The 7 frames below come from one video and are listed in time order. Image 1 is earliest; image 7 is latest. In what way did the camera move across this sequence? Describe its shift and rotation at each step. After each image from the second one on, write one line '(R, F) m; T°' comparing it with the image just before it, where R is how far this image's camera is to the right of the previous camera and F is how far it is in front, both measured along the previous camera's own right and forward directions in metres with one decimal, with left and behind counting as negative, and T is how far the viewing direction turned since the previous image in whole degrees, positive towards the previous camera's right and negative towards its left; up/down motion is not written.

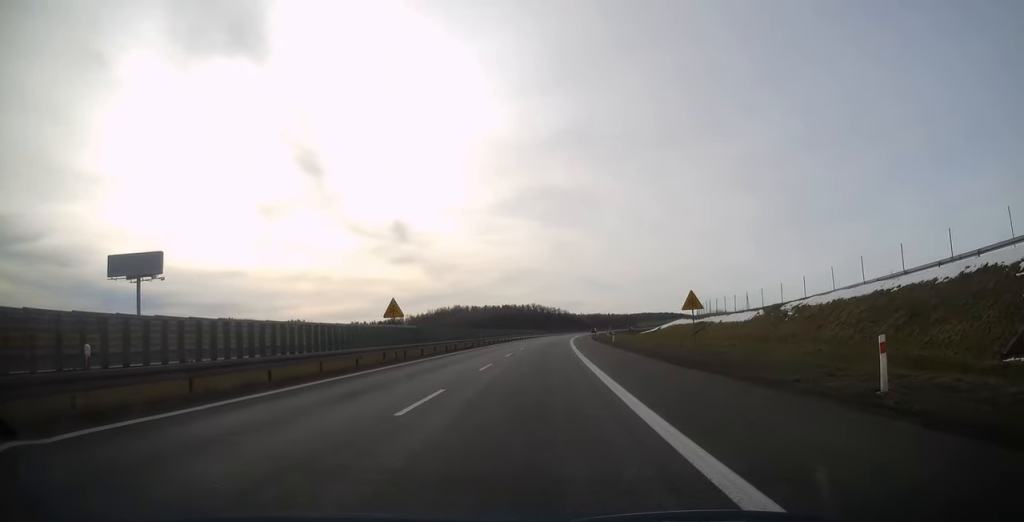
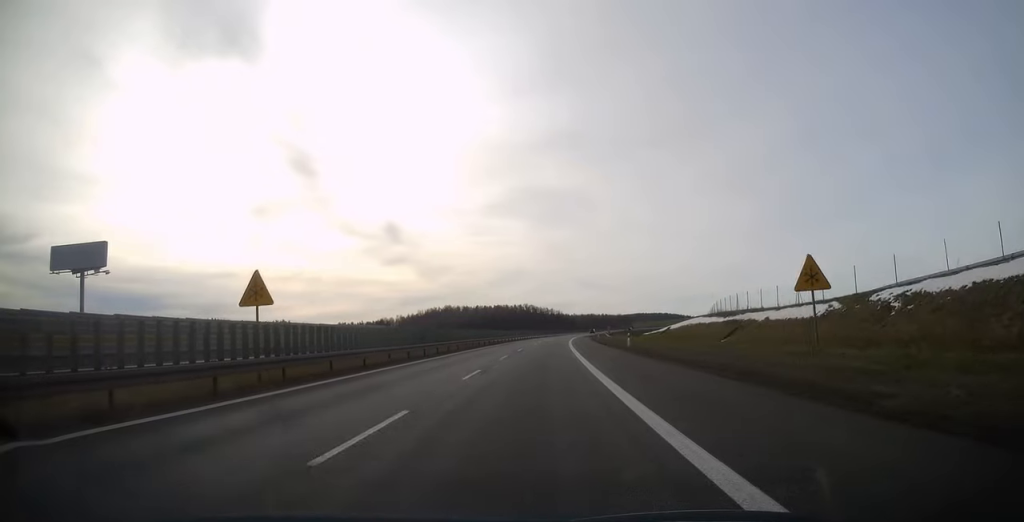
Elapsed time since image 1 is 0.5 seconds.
(0.0, +14.8) m; +1°
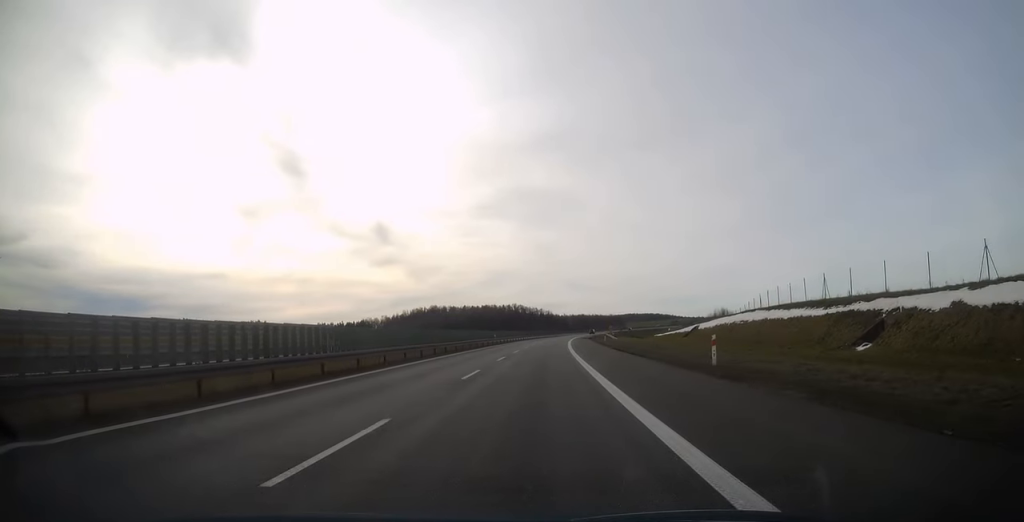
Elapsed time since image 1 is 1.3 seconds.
(+0.3, +24.5) m; +1°
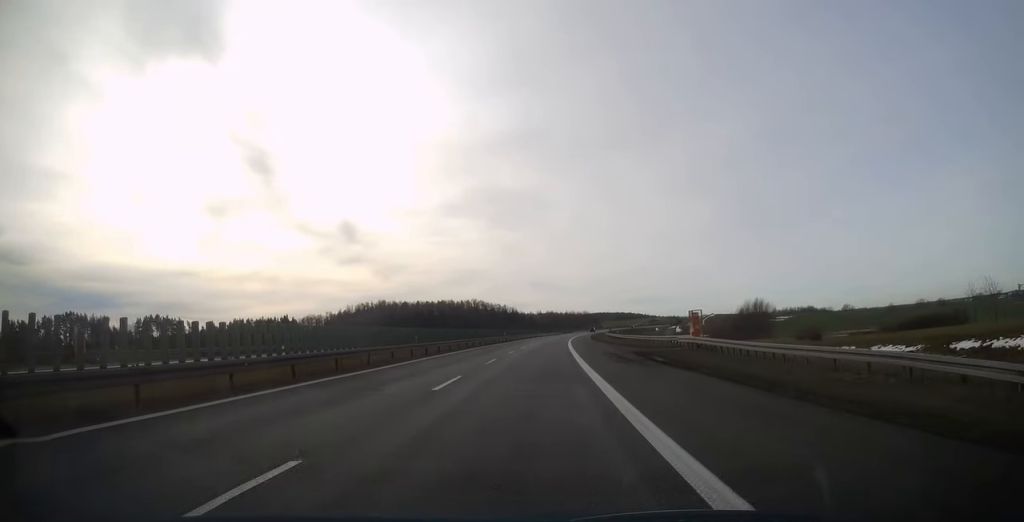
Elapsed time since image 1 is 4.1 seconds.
(+2.7, +85.7) m; +4°
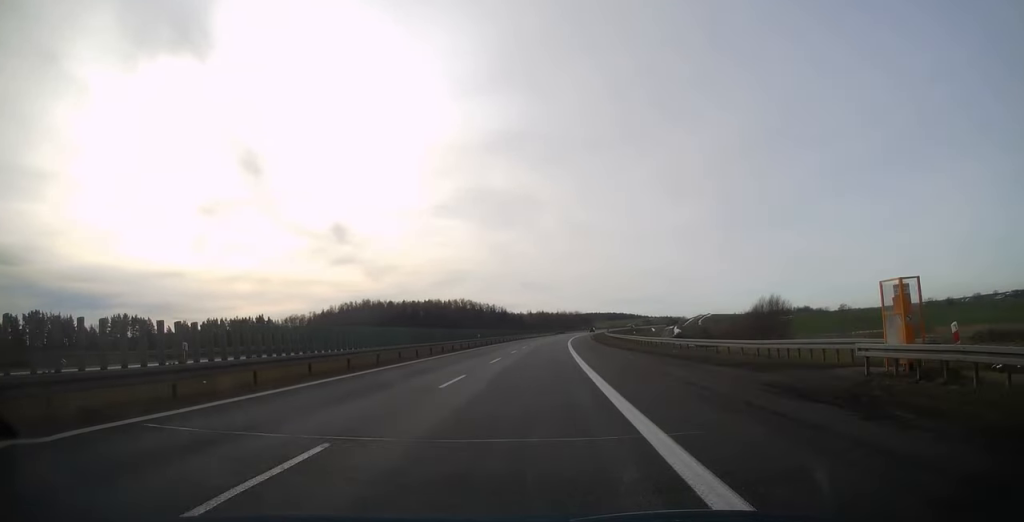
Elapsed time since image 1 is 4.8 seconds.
(0.0, +22.5) m; +1°
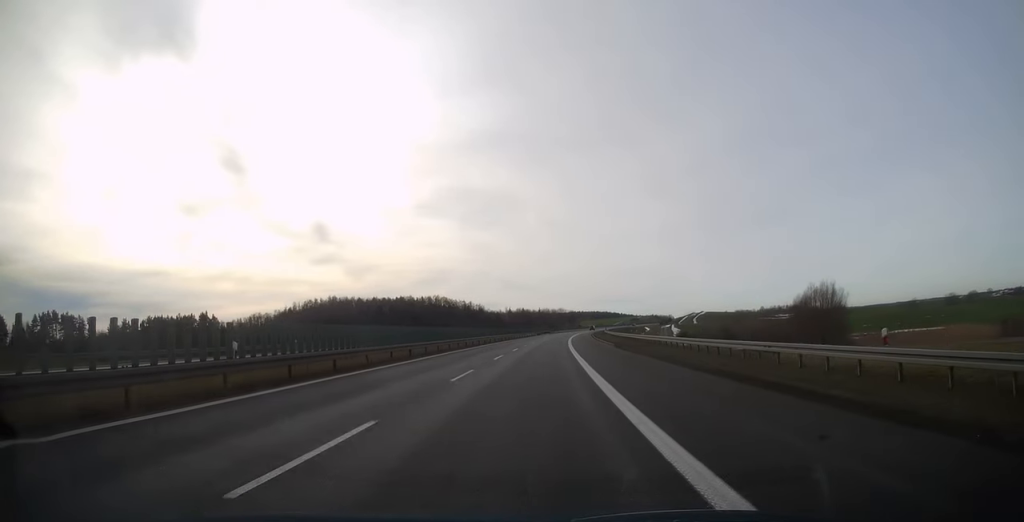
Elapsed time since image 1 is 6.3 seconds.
(+0.8, +45.4) m; +2°
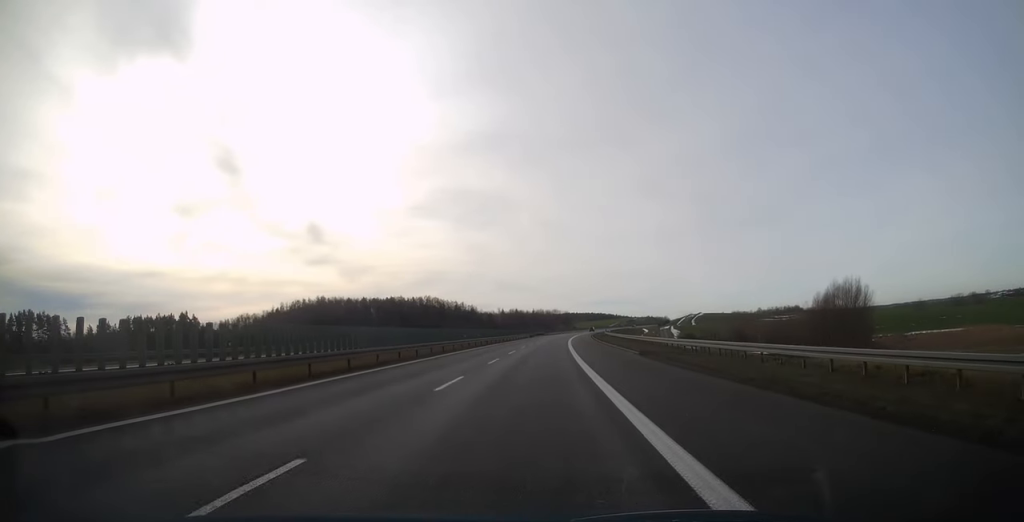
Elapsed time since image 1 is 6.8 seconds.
(0.0, +14.3) m; +1°
